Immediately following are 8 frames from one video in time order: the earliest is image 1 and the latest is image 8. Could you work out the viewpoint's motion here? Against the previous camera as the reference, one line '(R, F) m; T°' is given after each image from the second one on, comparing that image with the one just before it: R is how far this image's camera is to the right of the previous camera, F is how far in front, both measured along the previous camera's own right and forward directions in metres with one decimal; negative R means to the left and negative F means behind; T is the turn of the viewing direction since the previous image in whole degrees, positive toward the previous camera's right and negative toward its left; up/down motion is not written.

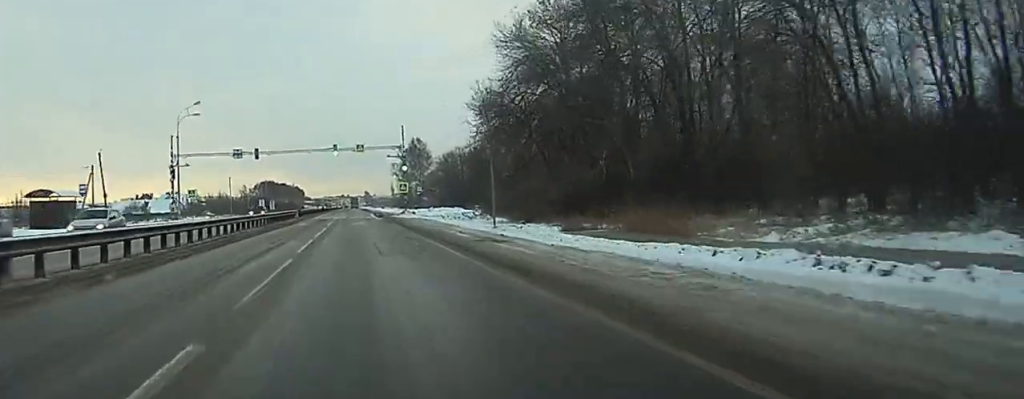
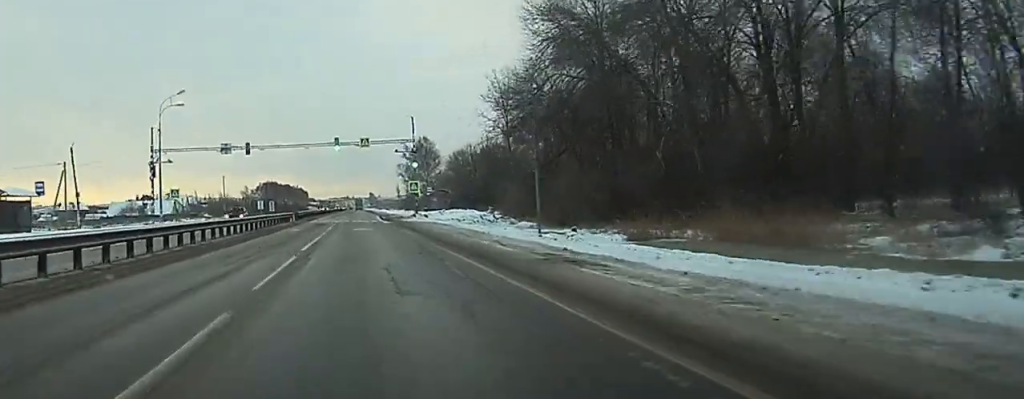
(0.0, +10.1) m; 0°
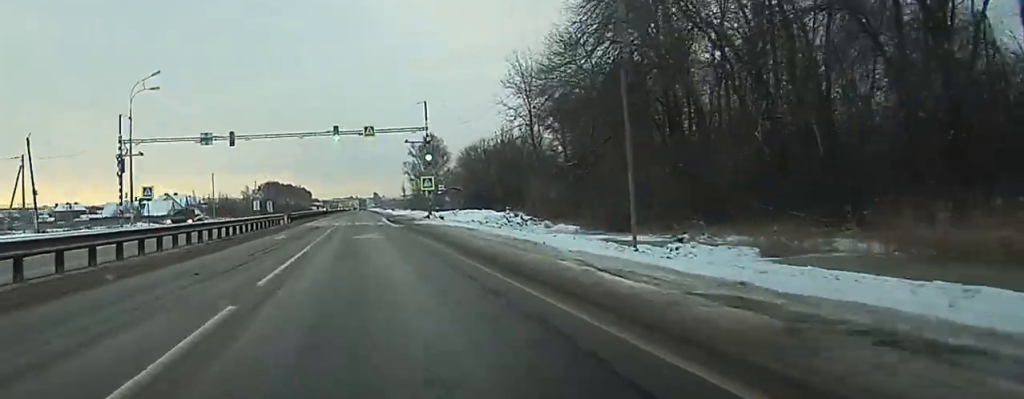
(-0.1, +11.2) m; 0°
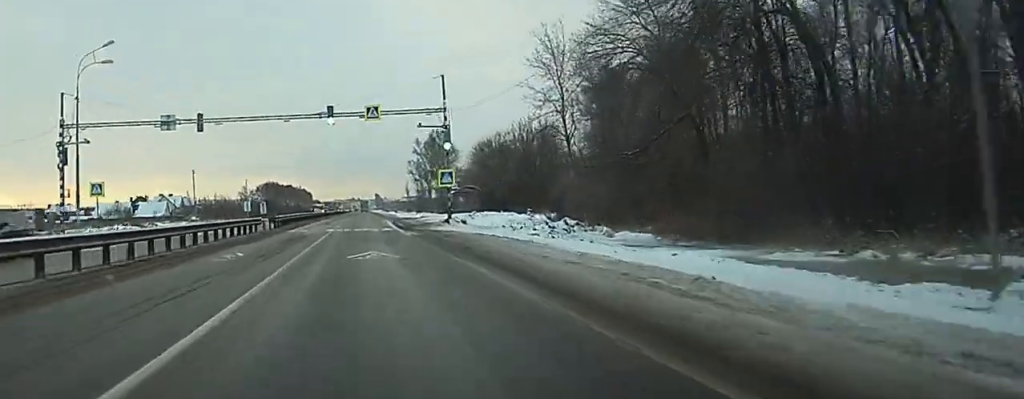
(-0.1, +12.7) m; 0°
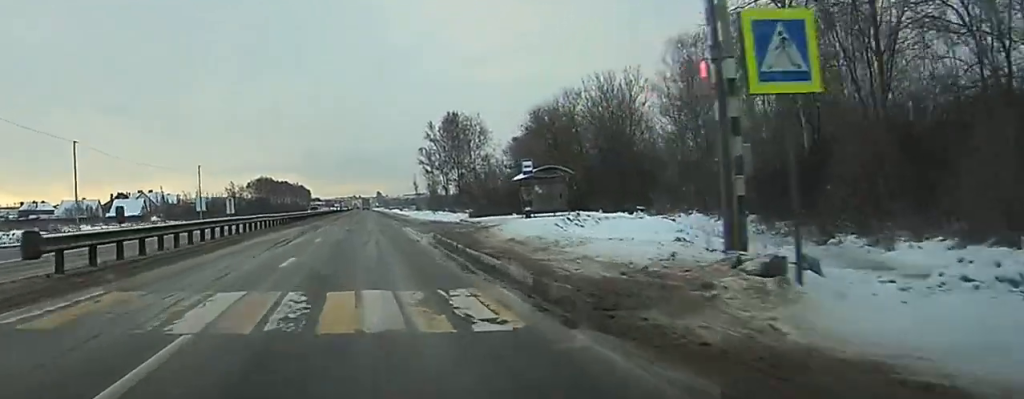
(-0.1, +36.8) m; 0°
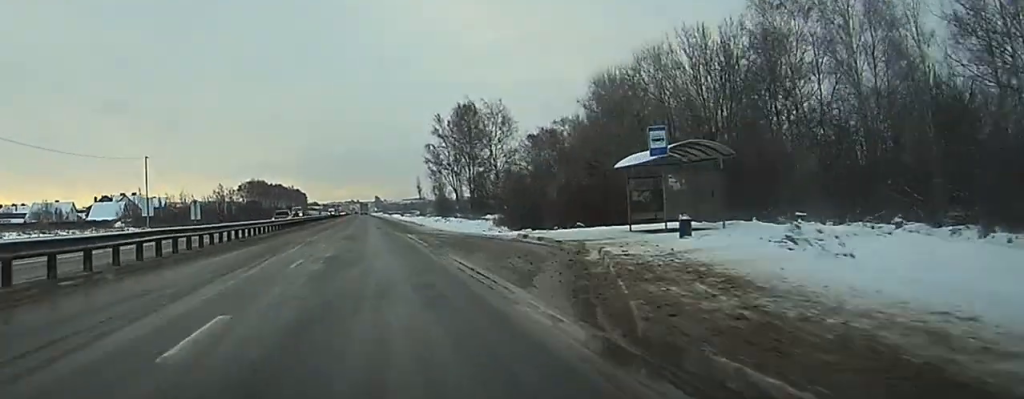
(0.0, +21.3) m; 0°
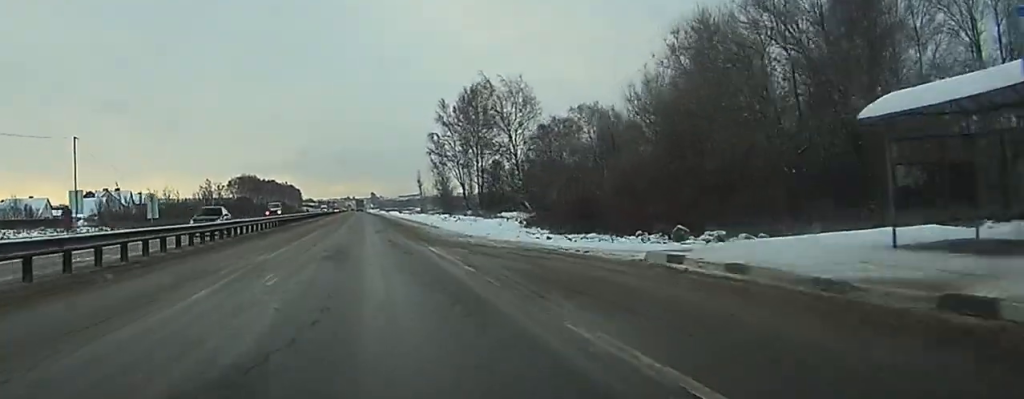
(0.0, +16.2) m; 0°
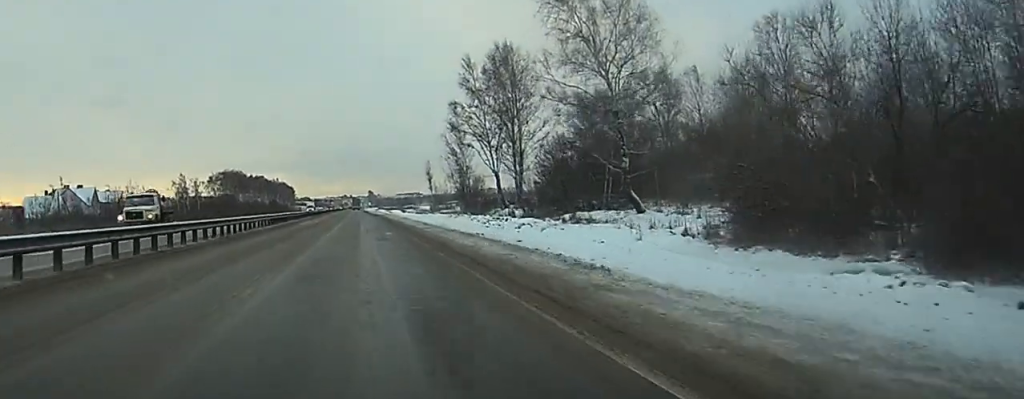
(+0.4, +36.9) m; +1°
